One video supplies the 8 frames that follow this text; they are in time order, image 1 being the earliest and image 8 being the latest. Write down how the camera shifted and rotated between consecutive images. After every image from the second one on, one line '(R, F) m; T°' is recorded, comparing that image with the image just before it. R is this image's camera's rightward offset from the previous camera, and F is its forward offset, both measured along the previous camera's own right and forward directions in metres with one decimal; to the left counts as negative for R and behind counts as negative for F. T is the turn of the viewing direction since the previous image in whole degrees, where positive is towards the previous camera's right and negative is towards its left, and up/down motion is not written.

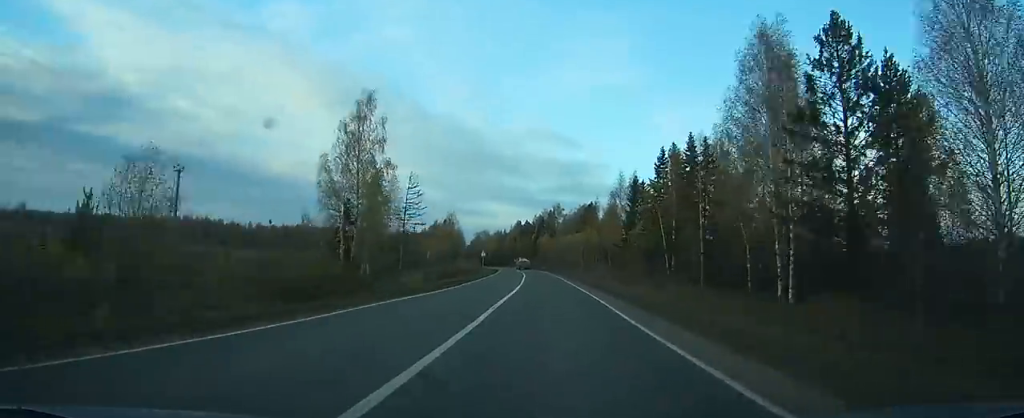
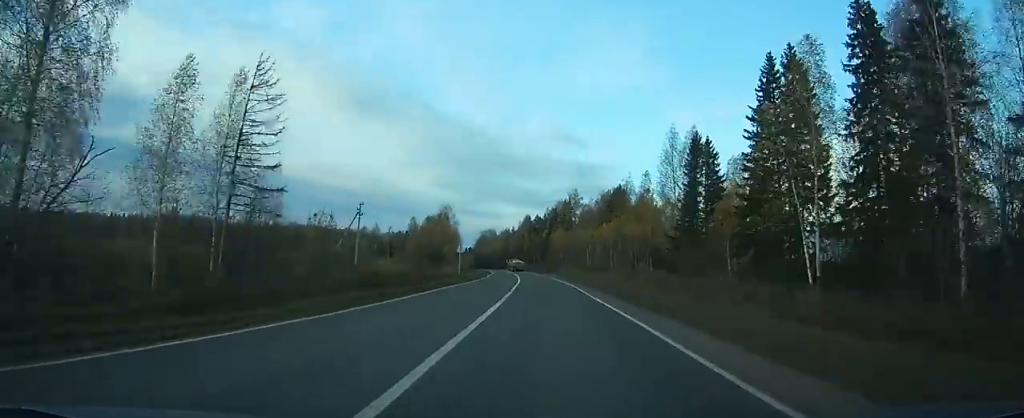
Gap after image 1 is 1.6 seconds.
(-0.2, +41.9) m; -1°
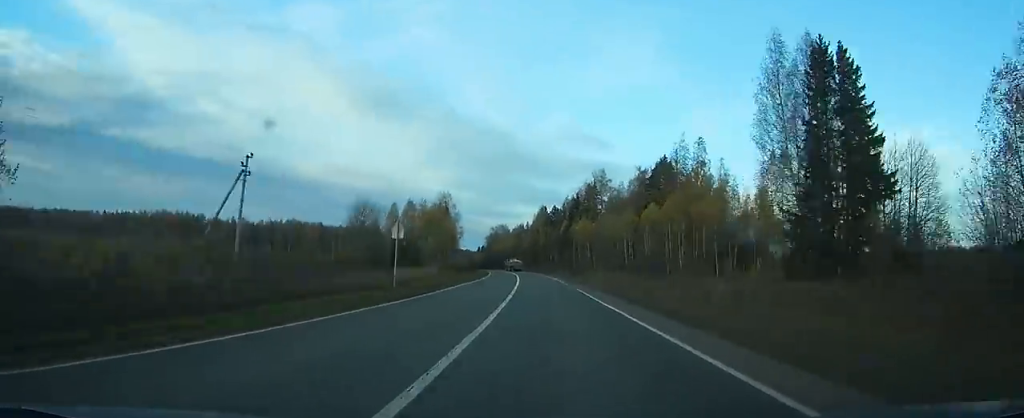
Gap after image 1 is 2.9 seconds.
(0.0, +34.6) m; -1°
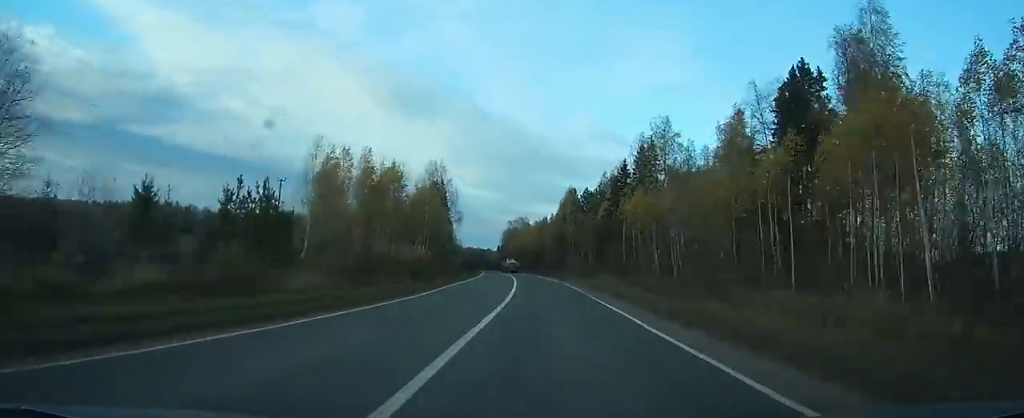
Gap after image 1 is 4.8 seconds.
(-1.0, +47.8) m; -2°
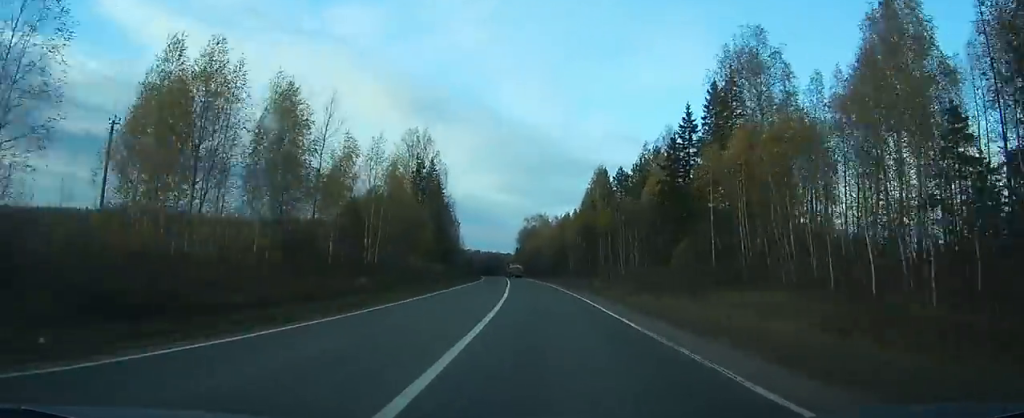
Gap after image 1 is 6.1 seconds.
(-0.7, +34.0) m; -2°
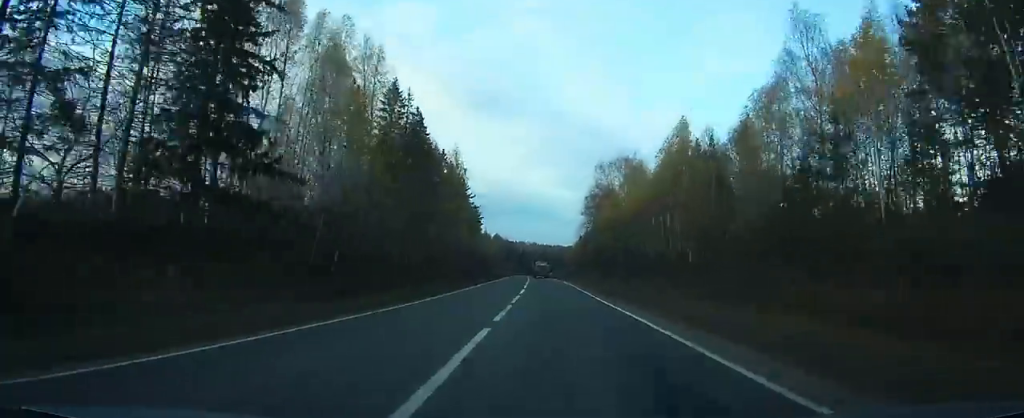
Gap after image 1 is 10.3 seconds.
(-4.9, +105.0) m; -5°
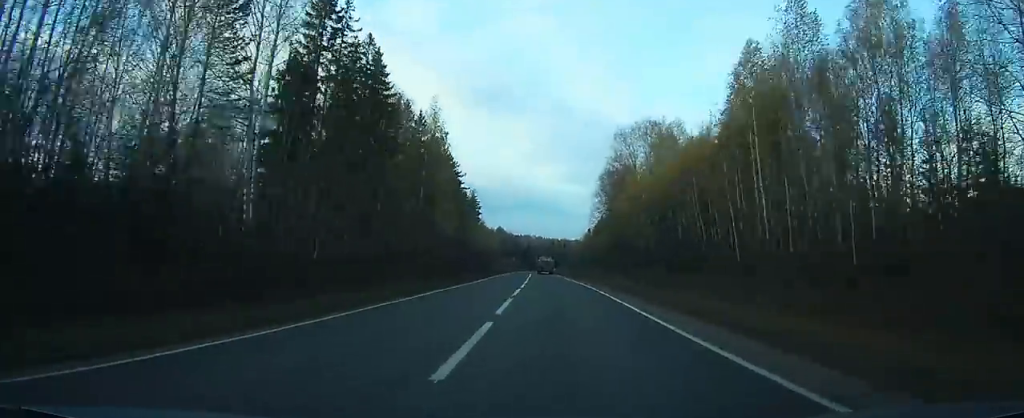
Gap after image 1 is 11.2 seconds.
(-0.1, +23.8) m; -1°
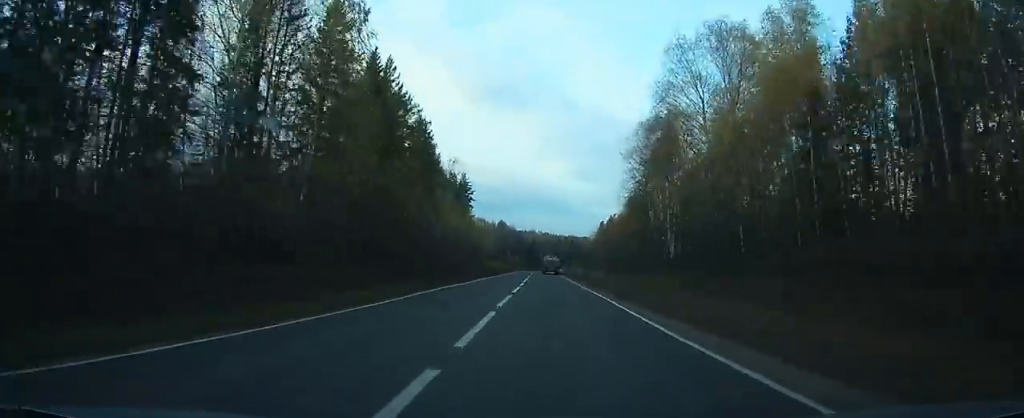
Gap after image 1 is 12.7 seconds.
(-0.6, +37.4) m; -1°
